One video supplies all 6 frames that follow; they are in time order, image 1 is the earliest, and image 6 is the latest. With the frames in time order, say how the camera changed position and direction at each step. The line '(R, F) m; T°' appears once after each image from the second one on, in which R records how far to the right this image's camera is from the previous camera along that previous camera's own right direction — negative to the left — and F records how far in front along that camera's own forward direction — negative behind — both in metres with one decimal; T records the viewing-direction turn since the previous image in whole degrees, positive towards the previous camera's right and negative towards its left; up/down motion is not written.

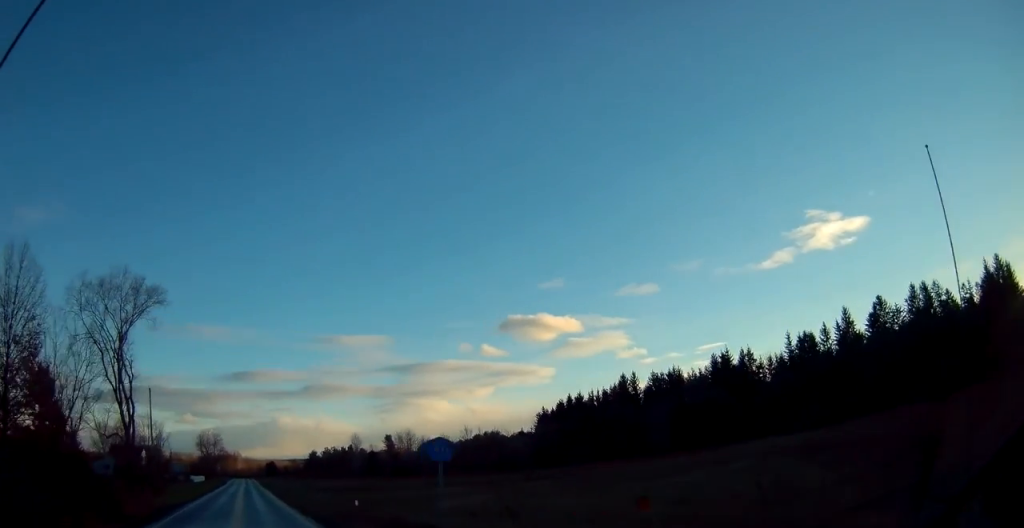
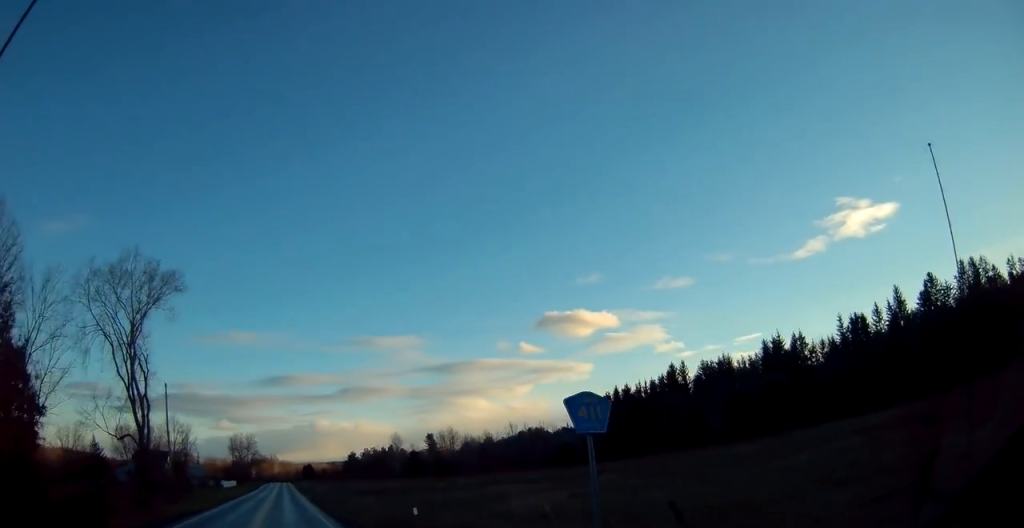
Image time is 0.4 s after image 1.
(-0.1, +7.3) m; -3°
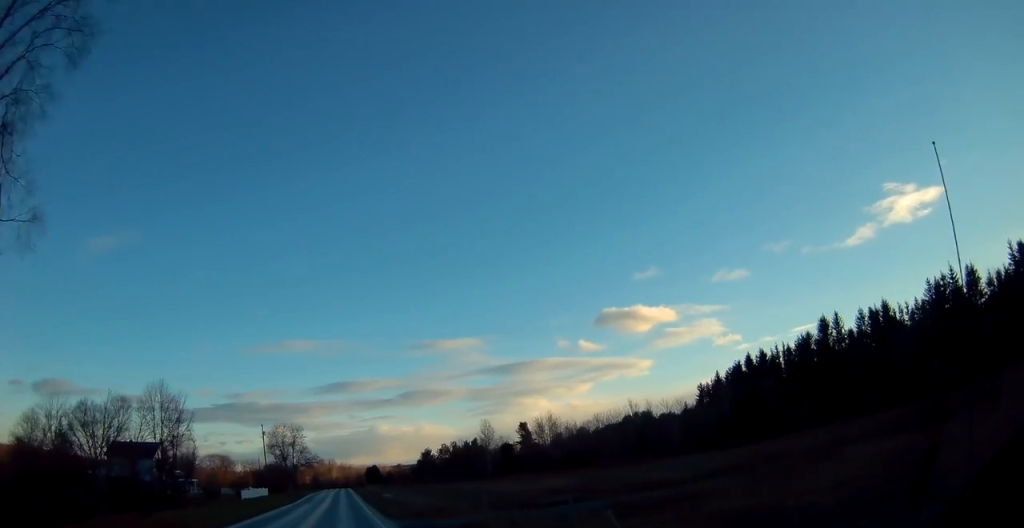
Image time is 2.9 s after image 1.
(-2.8, +45.2) m; -2°
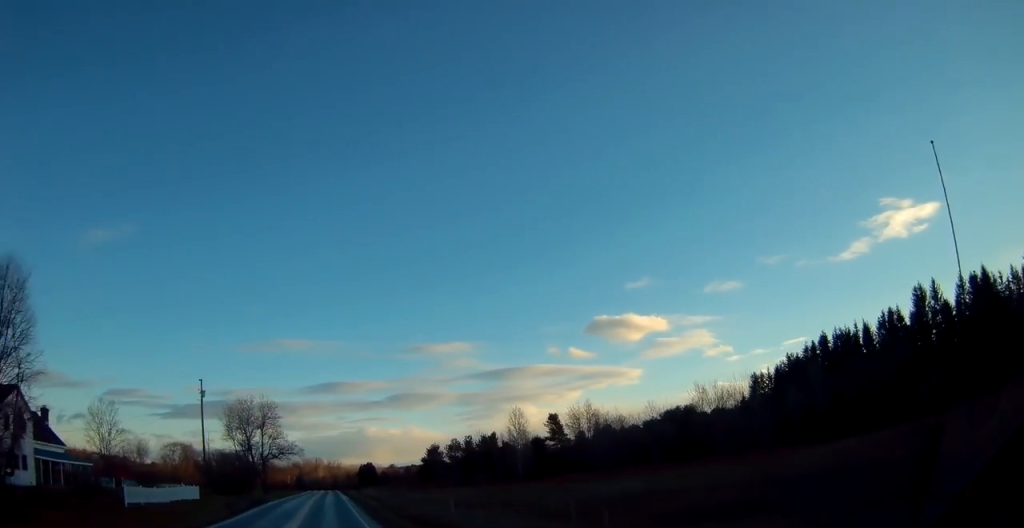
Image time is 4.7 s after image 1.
(+0.5, +37.1) m; 0°
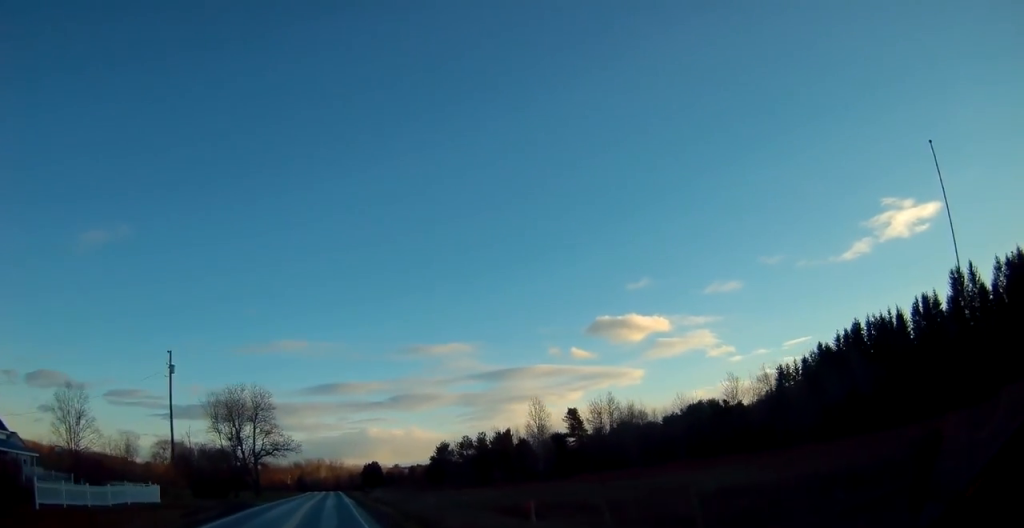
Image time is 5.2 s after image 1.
(0.0, +11.3) m; 0°
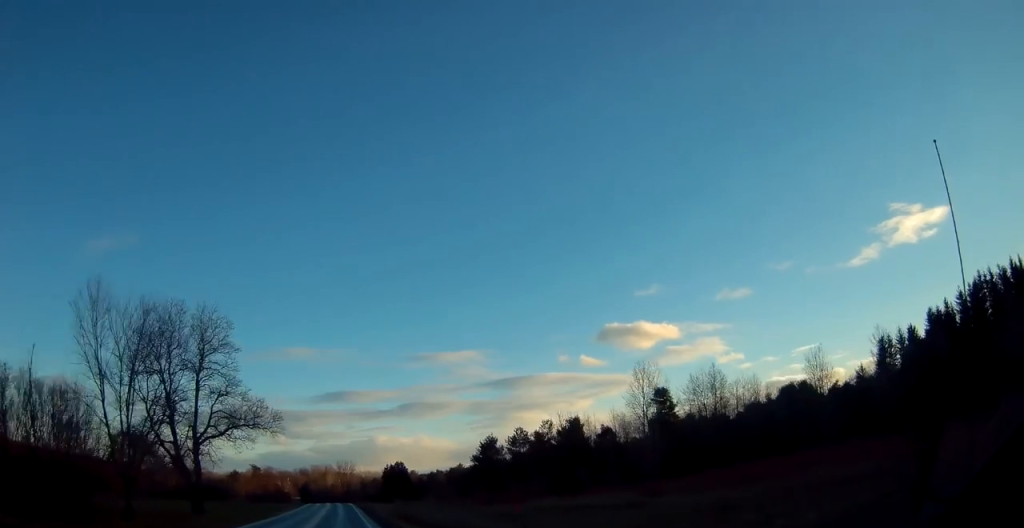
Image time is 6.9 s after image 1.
(+0.1, +39.0) m; 0°
